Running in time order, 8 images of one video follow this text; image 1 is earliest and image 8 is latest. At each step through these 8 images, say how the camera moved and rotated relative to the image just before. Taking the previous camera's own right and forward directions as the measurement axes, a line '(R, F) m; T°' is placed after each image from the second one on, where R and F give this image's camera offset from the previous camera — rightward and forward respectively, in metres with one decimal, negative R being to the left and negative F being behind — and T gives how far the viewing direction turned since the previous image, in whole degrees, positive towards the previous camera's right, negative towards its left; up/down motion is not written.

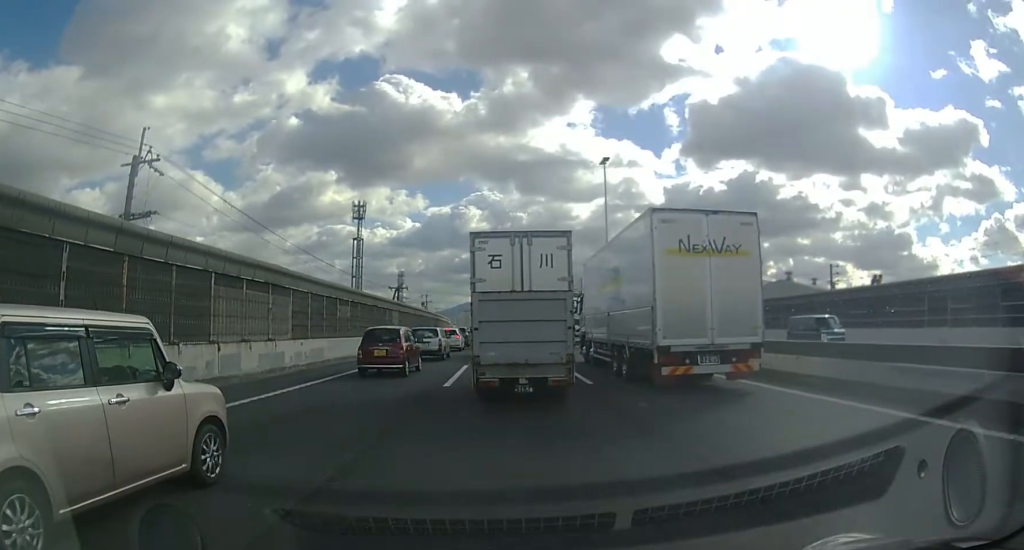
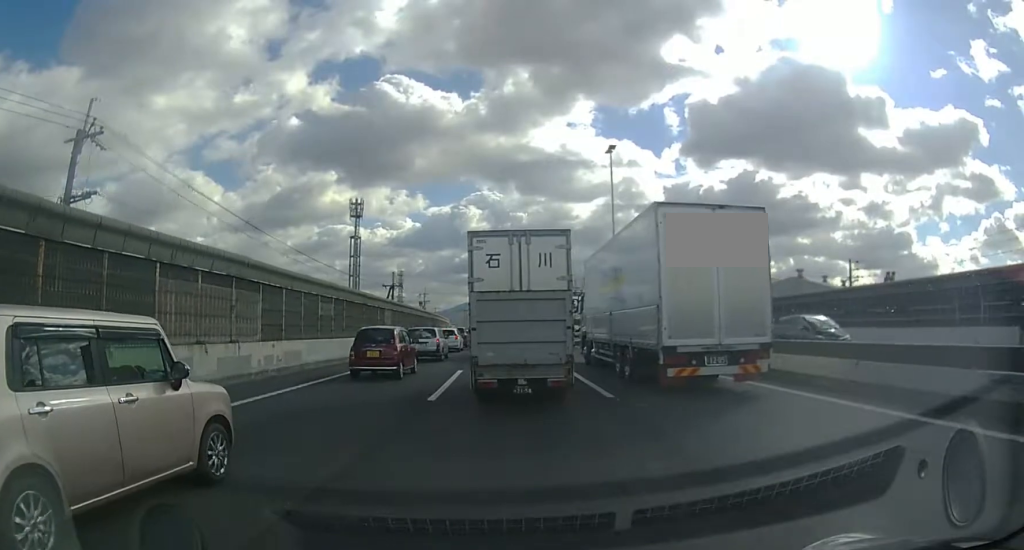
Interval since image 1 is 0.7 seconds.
(+0.2, +2.8) m; -1°
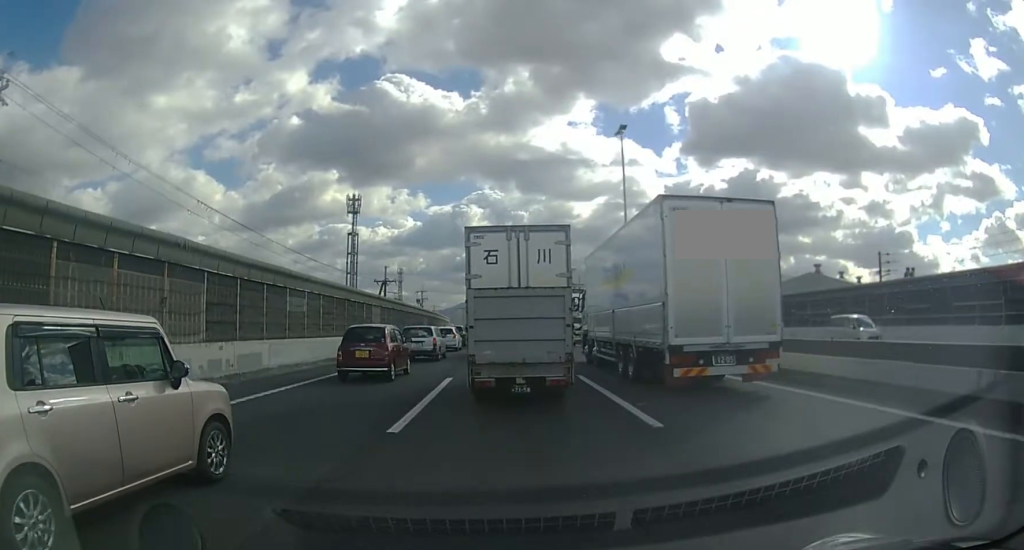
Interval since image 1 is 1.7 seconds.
(-0.3, +3.7) m; -1°
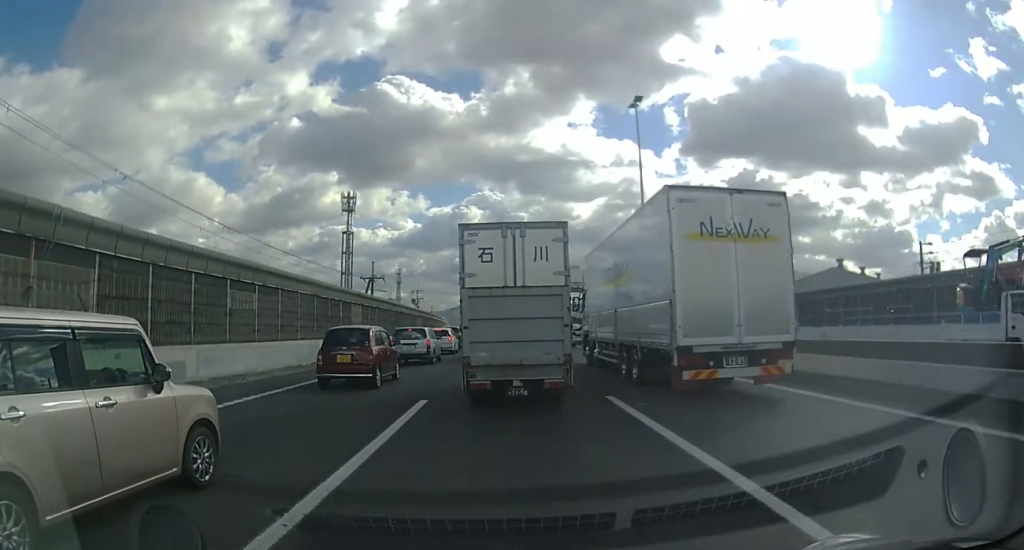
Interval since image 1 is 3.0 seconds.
(+0.3, +4.7) m; +4°
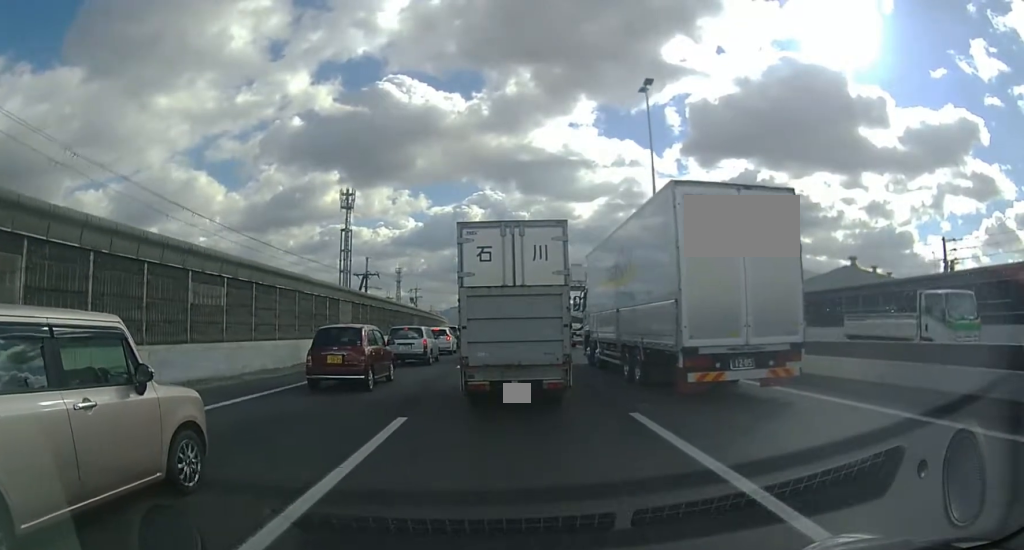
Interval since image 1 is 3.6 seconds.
(0.0, +2.3) m; -2°
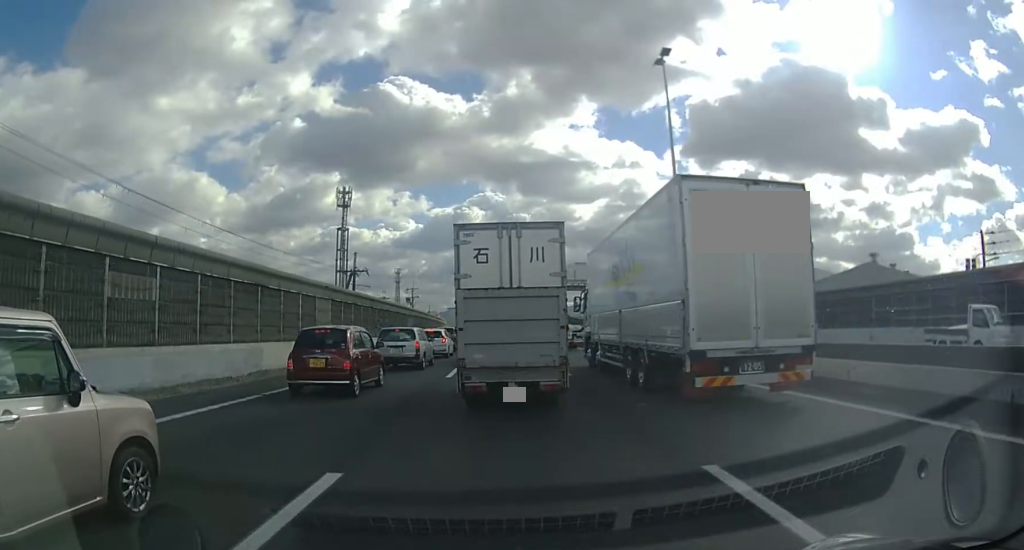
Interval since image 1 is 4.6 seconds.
(-0.1, +3.6) m; -3°
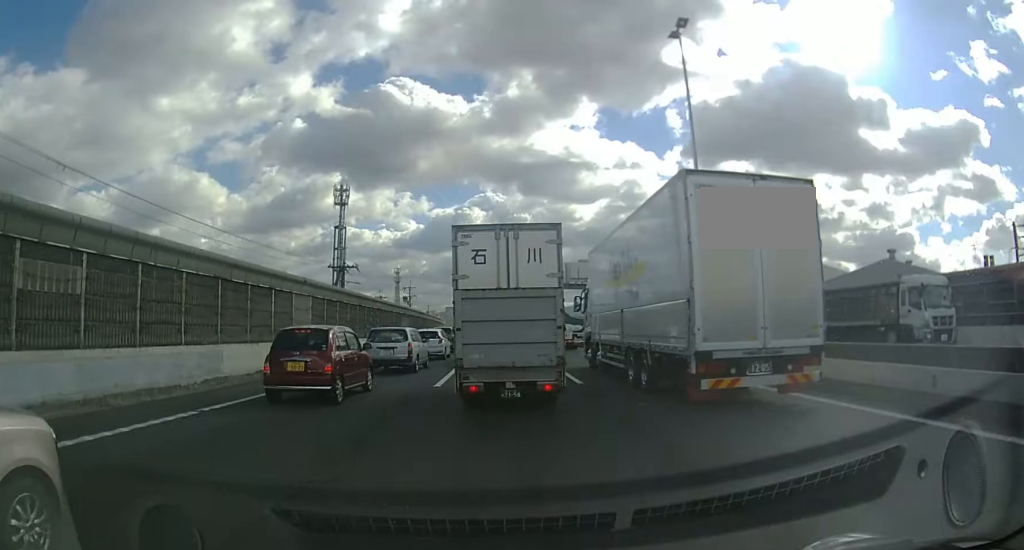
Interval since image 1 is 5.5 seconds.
(-0.1, +2.9) m; 0°
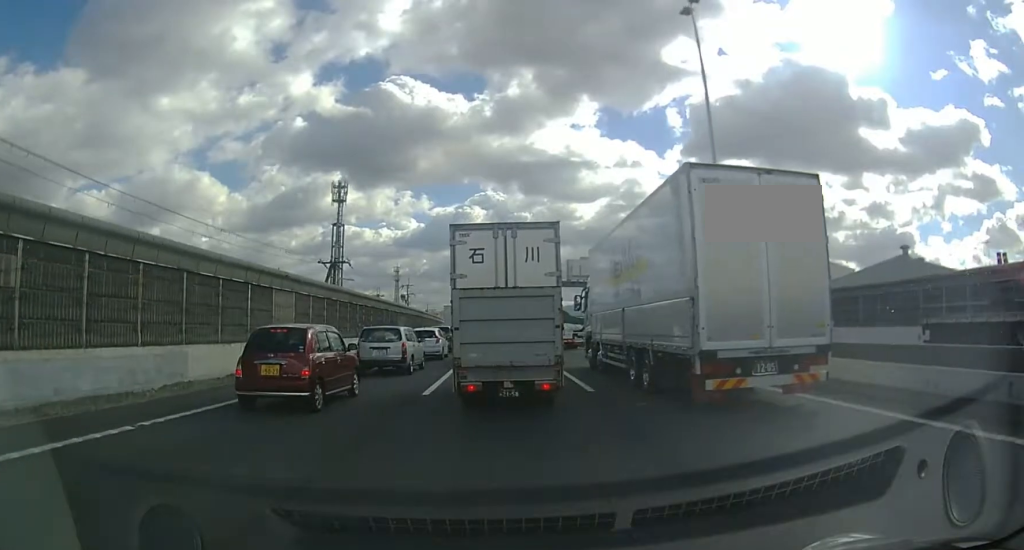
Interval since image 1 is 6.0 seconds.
(0.0, +1.9) m; +1°
